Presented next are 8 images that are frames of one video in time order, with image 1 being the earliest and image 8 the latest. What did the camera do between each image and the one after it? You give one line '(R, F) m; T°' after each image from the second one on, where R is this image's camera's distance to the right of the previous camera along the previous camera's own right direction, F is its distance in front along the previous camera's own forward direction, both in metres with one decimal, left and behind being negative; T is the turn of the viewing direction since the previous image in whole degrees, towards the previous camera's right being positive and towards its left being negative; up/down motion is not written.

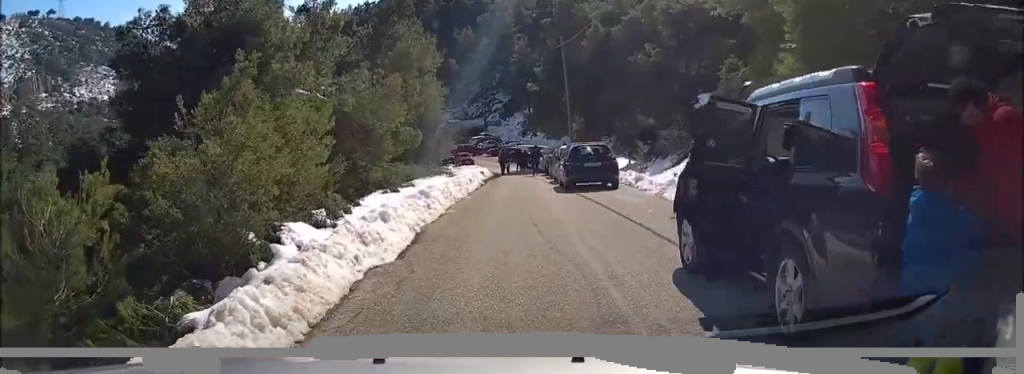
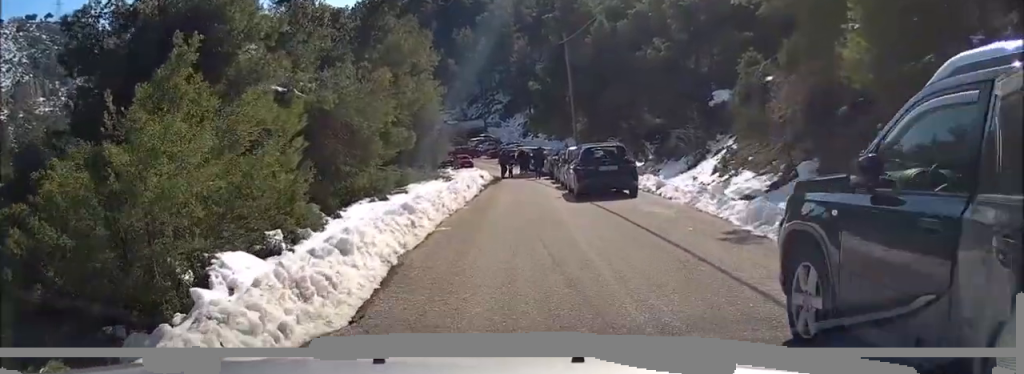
(+0.2, +2.7) m; +1°
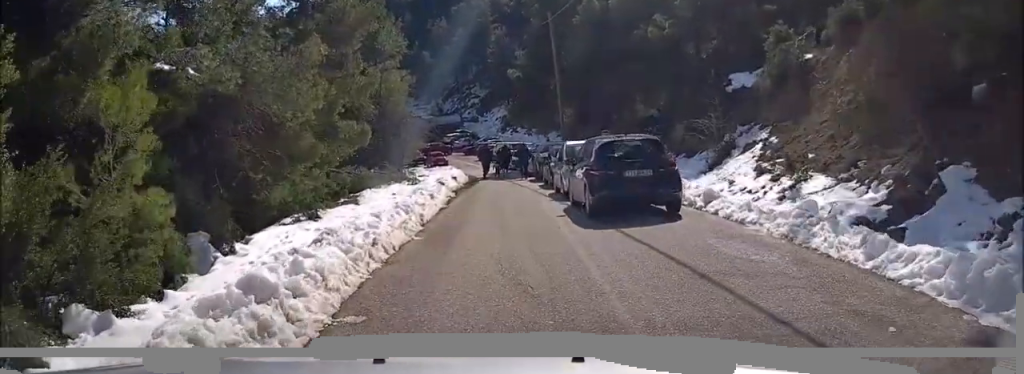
(-0.1, +6.1) m; 0°
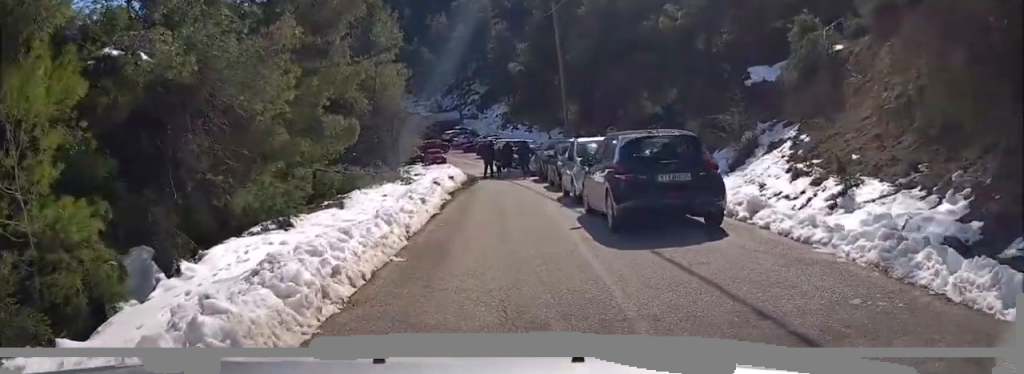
(+0.1, +2.3) m; +2°
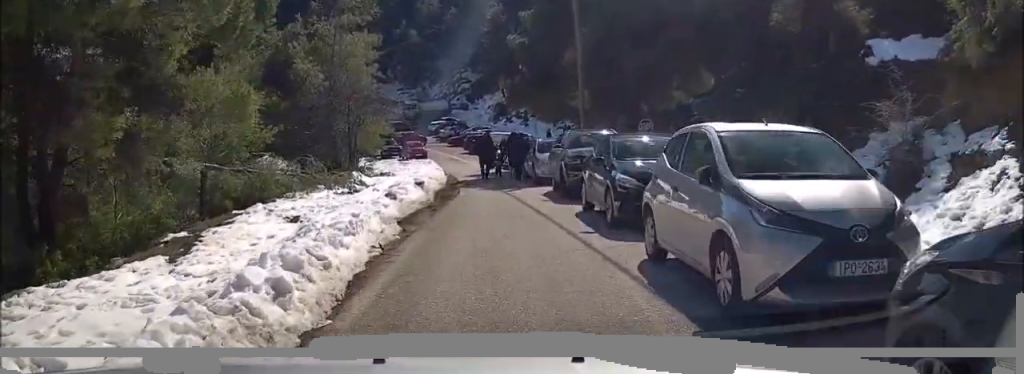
(+0.4, +10.2) m; +1°
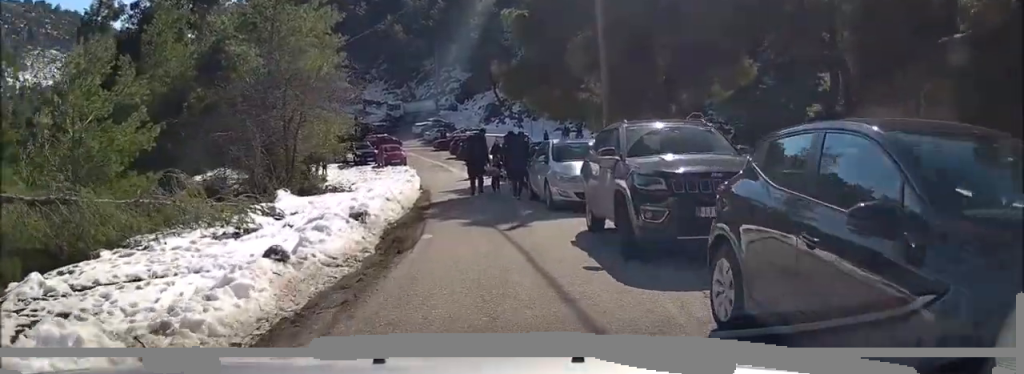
(-0.2, +7.8) m; +1°
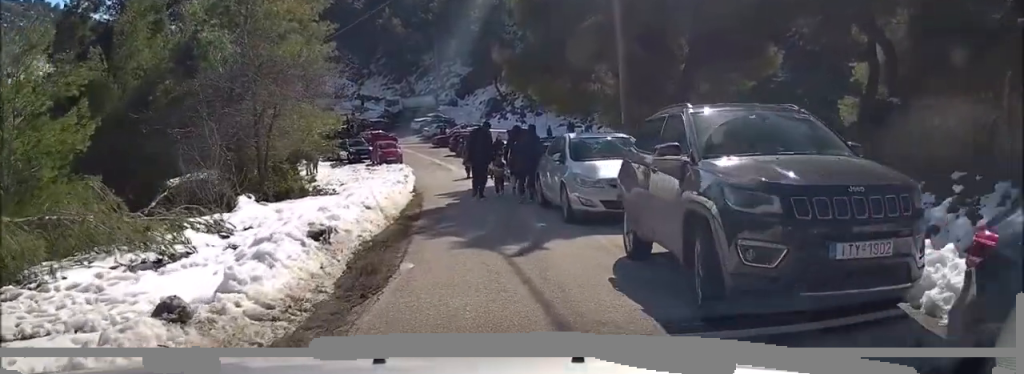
(+0.1, +2.7) m; +1°
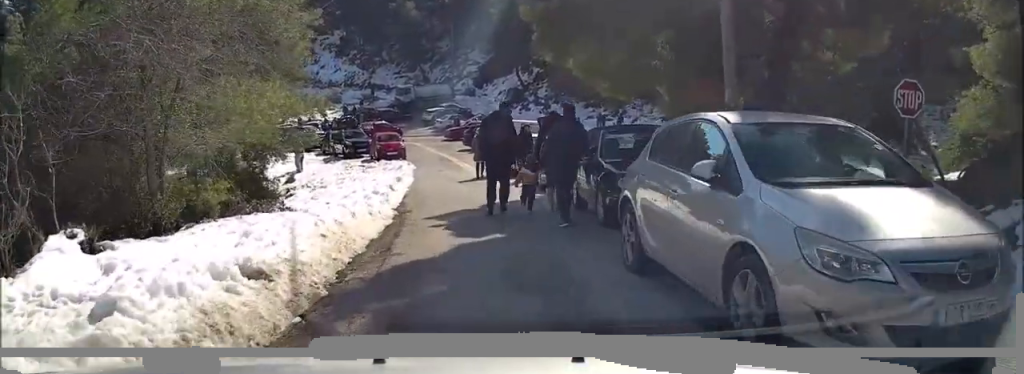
(0.0, +7.7) m; 0°
